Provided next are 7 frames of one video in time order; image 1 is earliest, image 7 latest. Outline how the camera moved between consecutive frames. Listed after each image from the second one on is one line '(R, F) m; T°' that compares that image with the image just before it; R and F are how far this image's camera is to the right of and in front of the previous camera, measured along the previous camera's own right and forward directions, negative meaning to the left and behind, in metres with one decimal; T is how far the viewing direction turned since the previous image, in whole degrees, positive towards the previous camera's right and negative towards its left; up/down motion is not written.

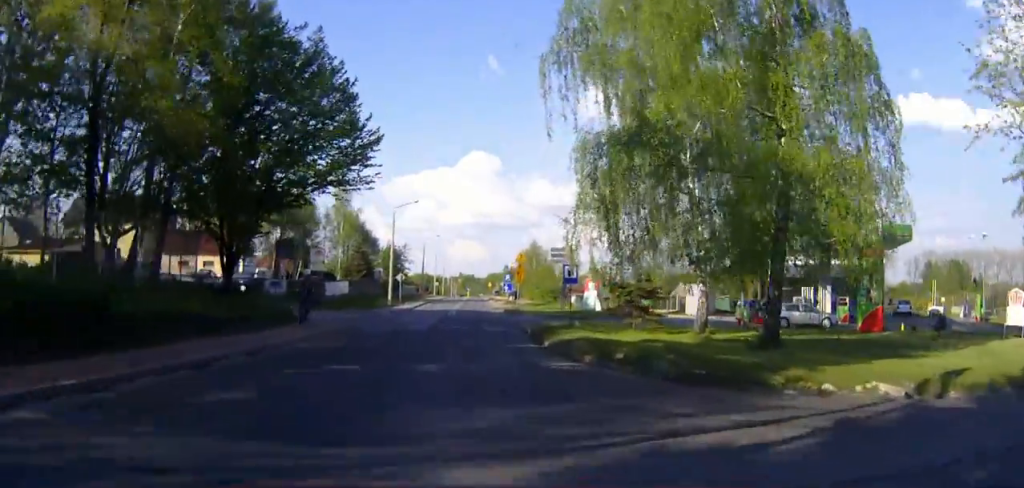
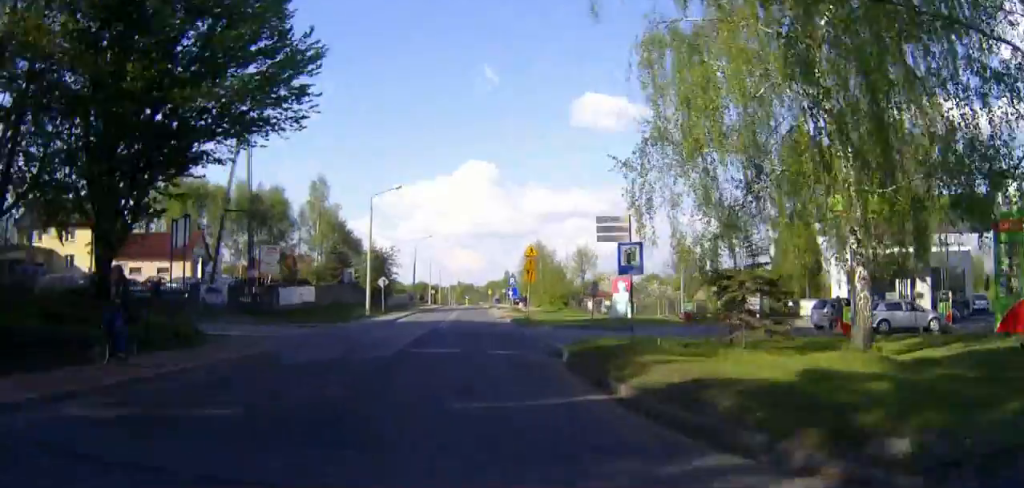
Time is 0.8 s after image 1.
(0.0, +11.4) m; 0°
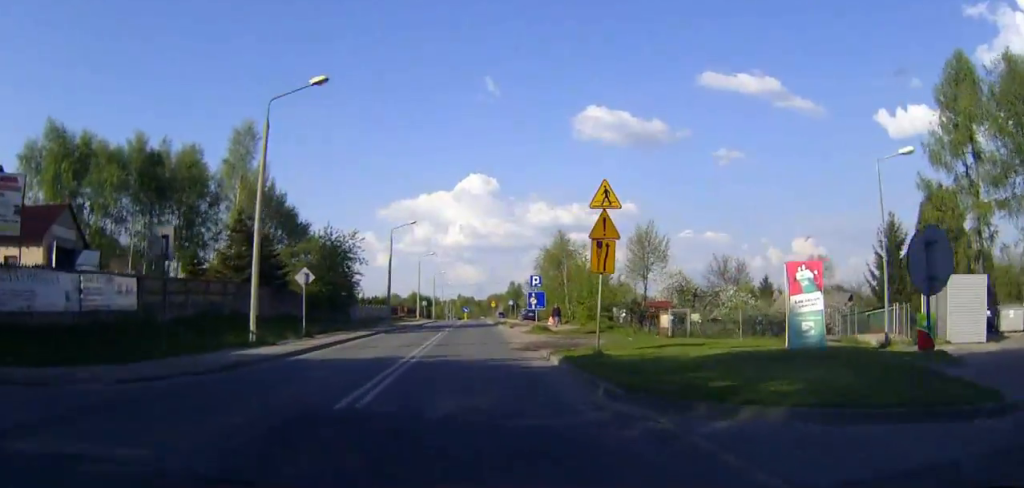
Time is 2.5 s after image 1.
(0.0, +24.6) m; 0°
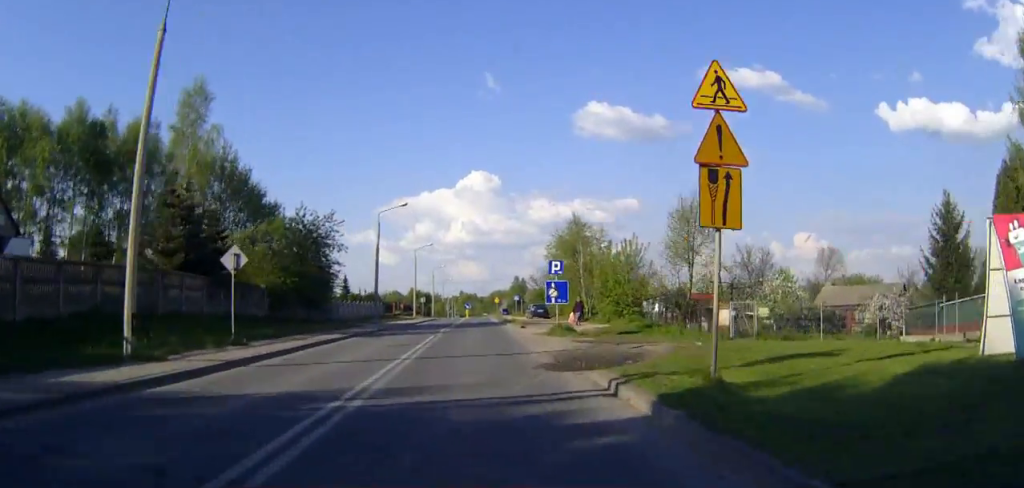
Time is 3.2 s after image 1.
(0.0, +9.0) m; 0°
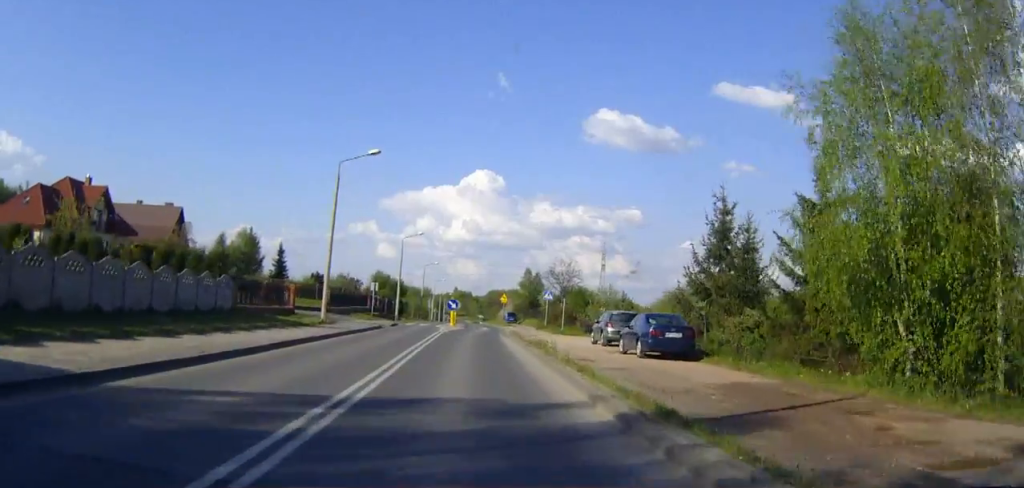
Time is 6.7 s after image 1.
(0.0, +48.4) m; 0°
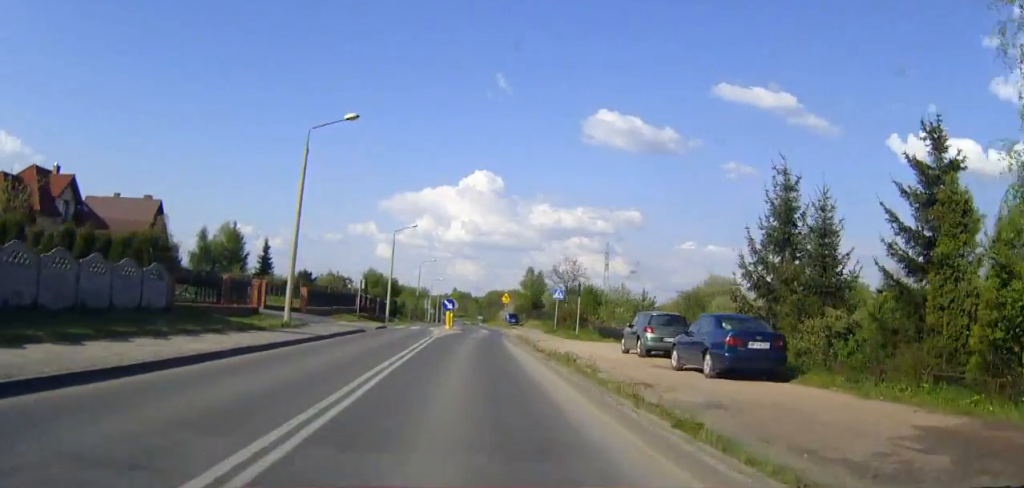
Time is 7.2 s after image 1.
(0.0, +6.9) m; 0°
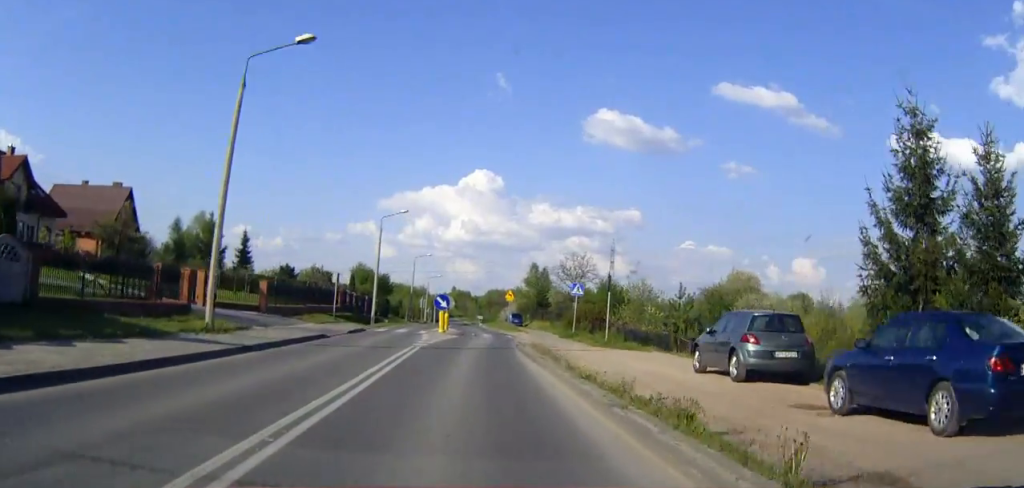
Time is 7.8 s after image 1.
(0.0, +8.7) m; 0°
